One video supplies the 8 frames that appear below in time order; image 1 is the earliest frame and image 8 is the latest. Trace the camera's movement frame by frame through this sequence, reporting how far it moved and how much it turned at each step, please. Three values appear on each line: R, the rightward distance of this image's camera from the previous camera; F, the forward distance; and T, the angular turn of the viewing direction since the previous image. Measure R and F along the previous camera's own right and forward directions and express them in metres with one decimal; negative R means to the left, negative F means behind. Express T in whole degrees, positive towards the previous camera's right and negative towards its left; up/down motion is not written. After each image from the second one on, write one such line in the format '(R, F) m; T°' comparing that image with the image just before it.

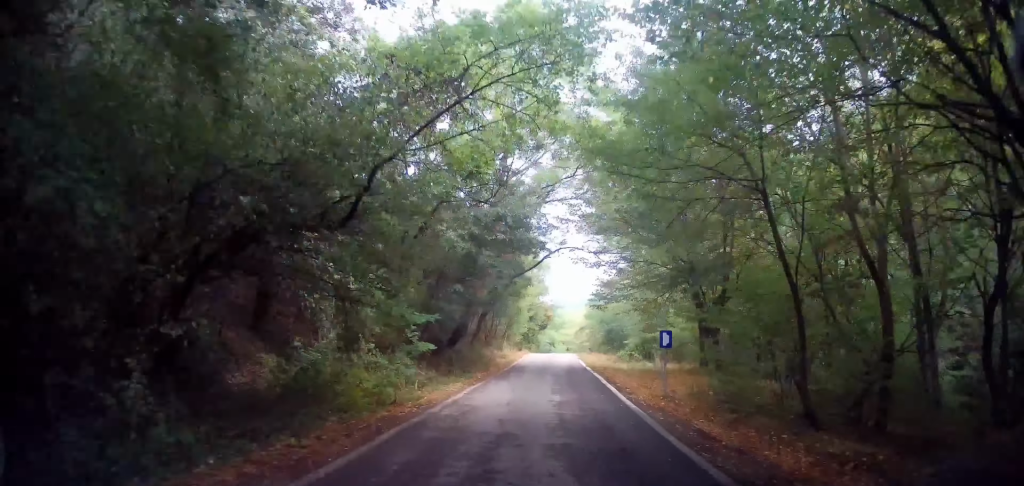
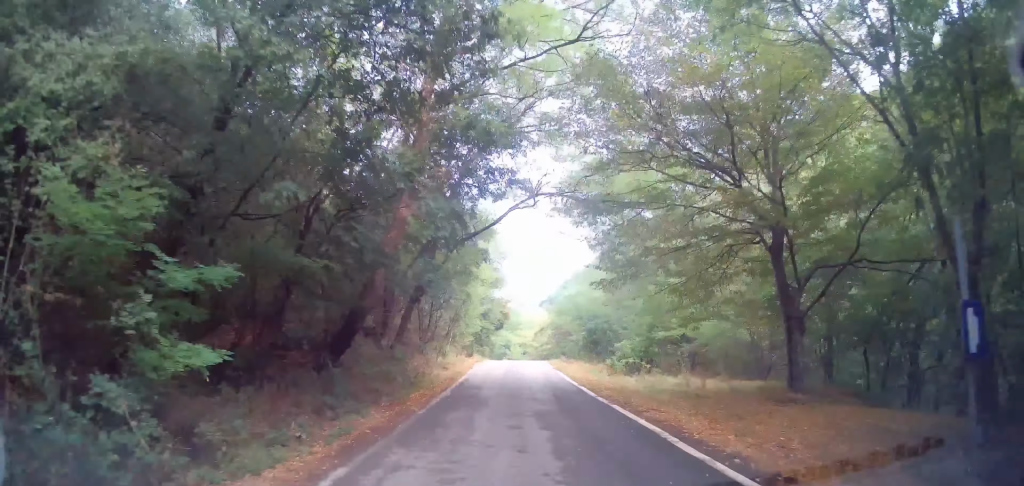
(+0.9, +9.9) m; +3°
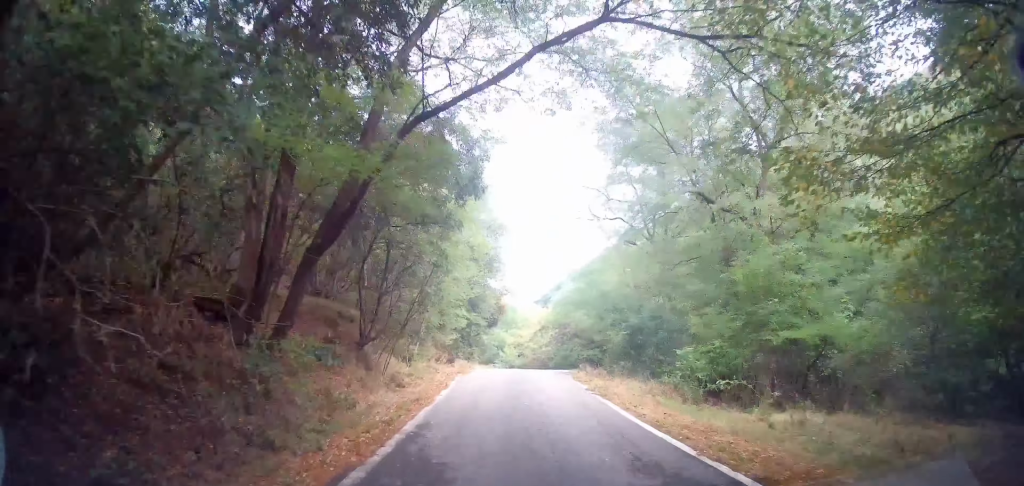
(-0.3, +9.1) m; -1°
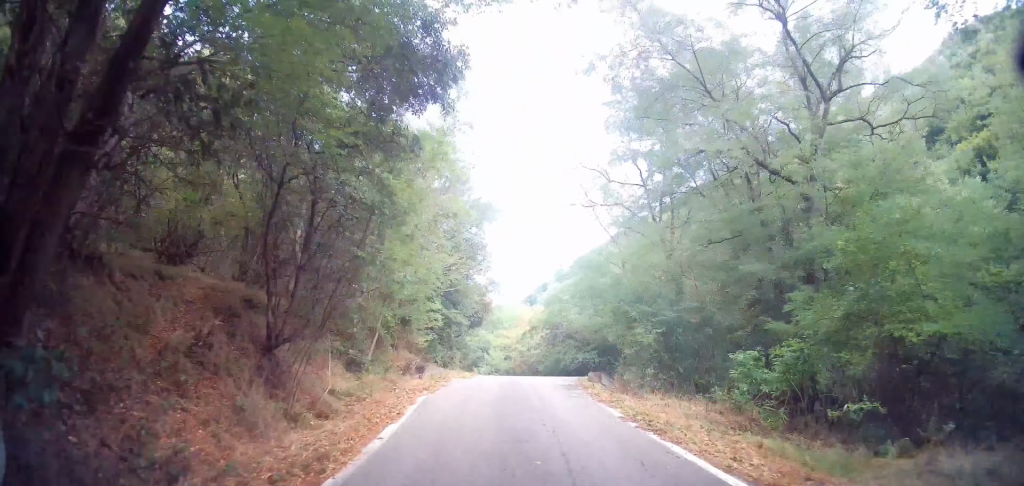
(0.0, +4.6) m; +3°
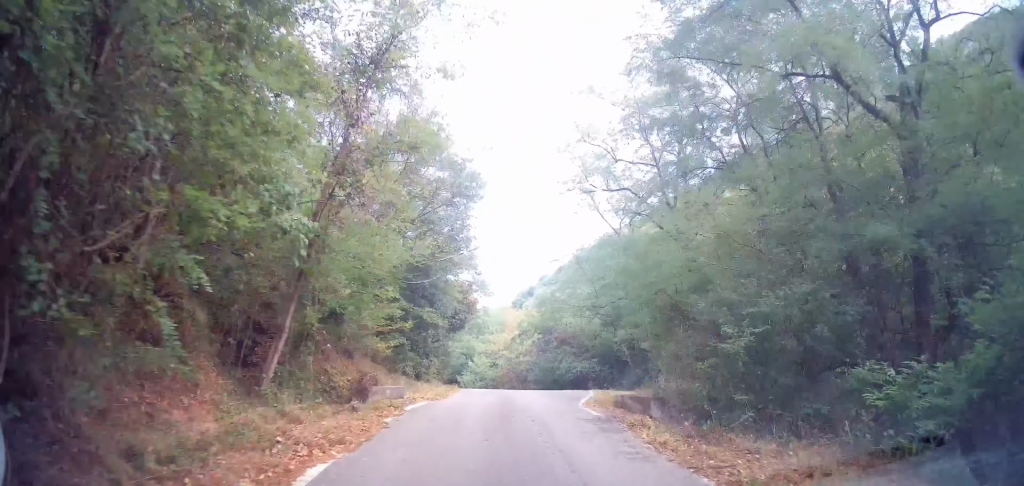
(+0.2, +4.9) m; +2°
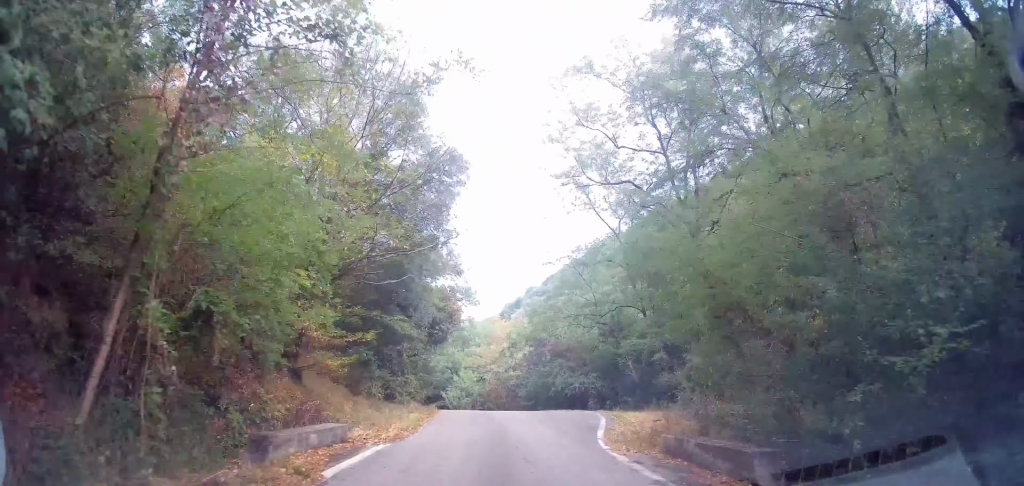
(+0.3, +3.8) m; +1°
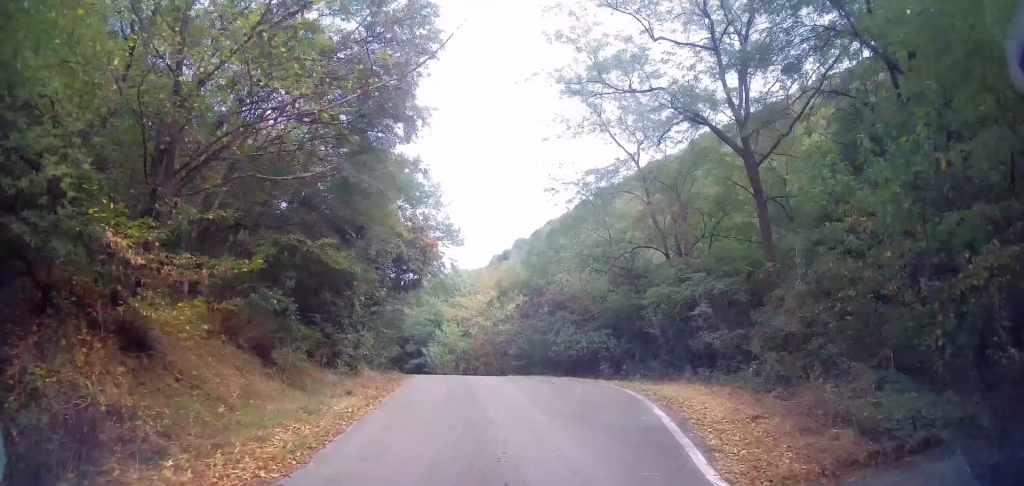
(-0.3, +6.5) m; +2°
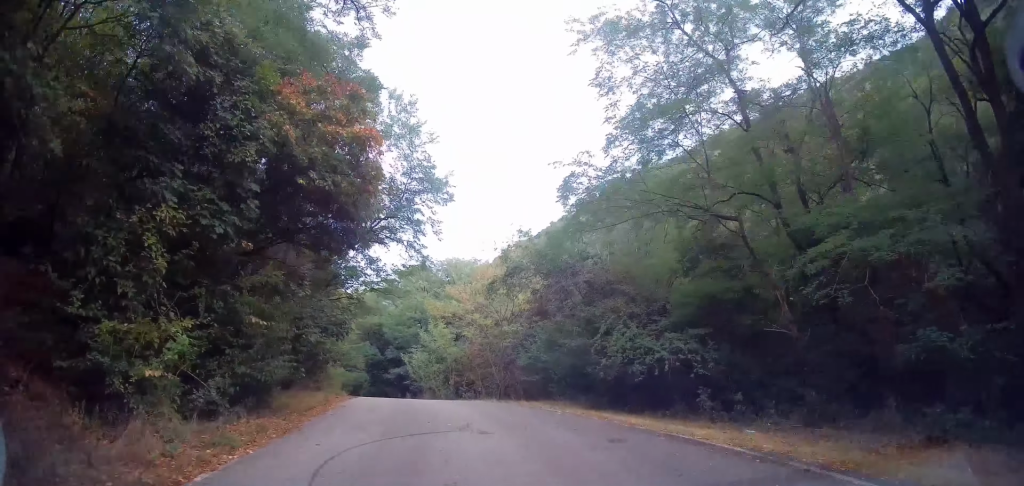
(+1.2, +10.3) m; +2°
